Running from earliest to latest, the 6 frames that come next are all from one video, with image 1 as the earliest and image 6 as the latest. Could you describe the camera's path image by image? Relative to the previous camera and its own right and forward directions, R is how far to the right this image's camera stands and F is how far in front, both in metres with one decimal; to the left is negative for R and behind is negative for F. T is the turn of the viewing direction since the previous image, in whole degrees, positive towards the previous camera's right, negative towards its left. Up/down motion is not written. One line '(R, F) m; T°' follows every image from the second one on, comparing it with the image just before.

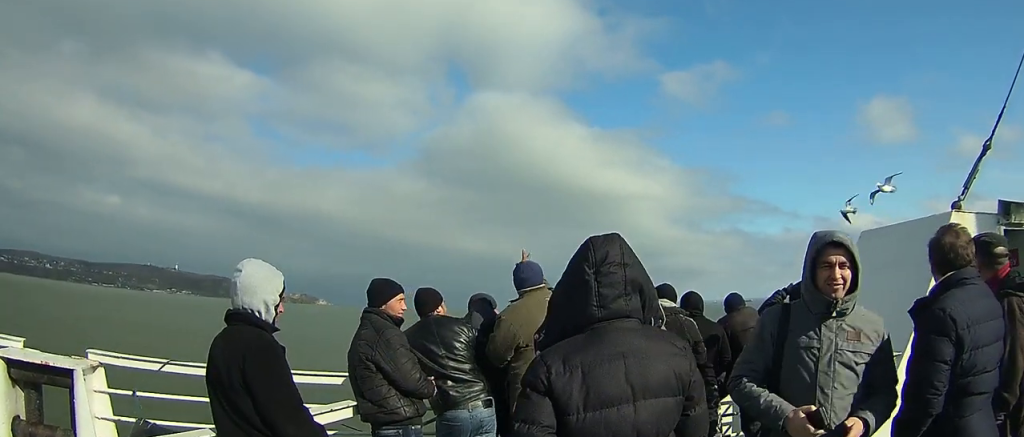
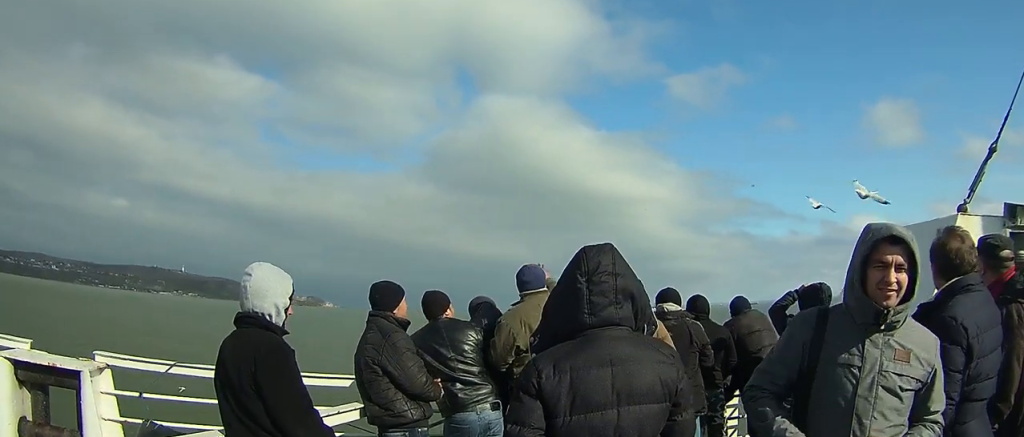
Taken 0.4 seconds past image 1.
(0.0, +2.0) m; 0°
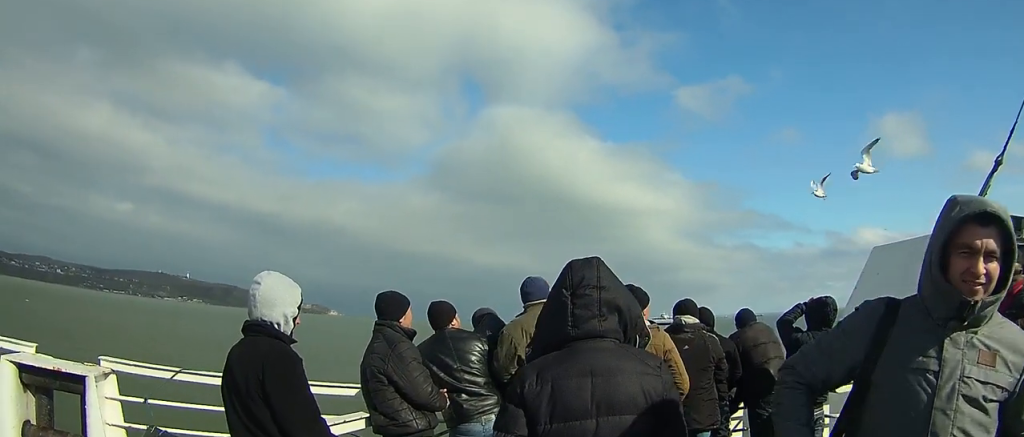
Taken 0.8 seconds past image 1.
(0.0, +1.8) m; -1°
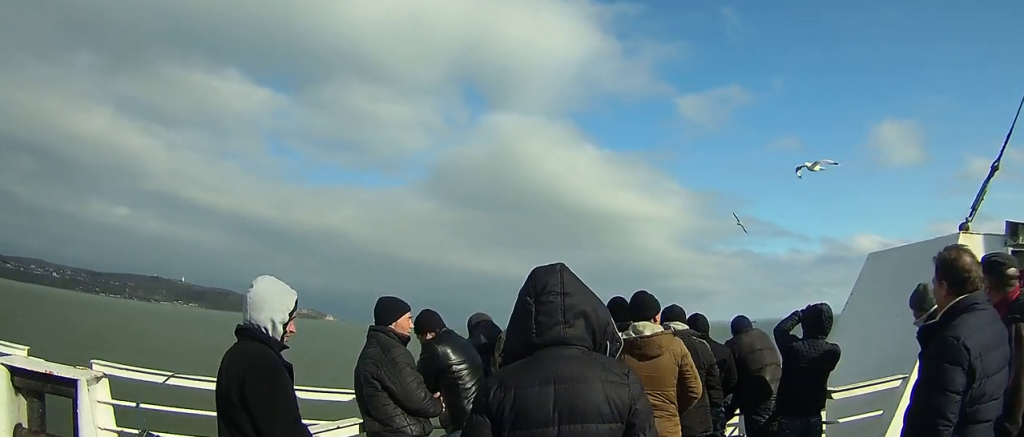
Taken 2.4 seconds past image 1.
(-0.1, +7.4) m; -2°
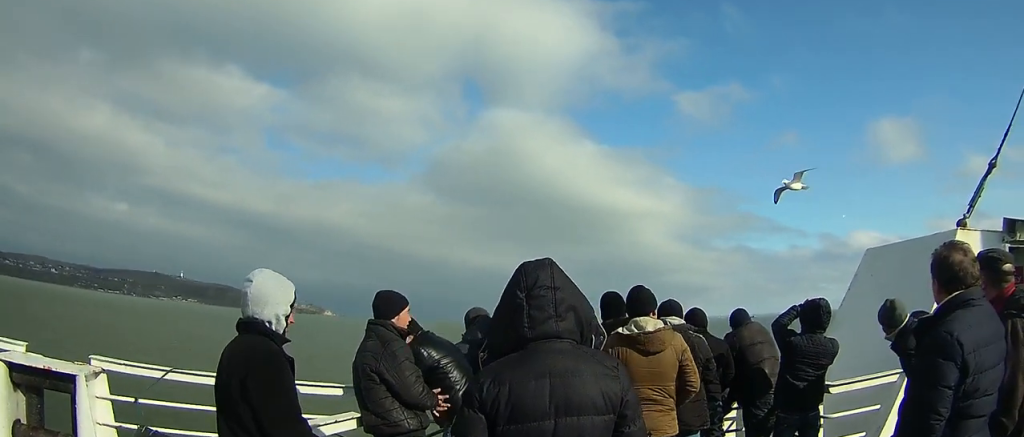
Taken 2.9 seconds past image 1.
(0.0, +2.3) m; -1°
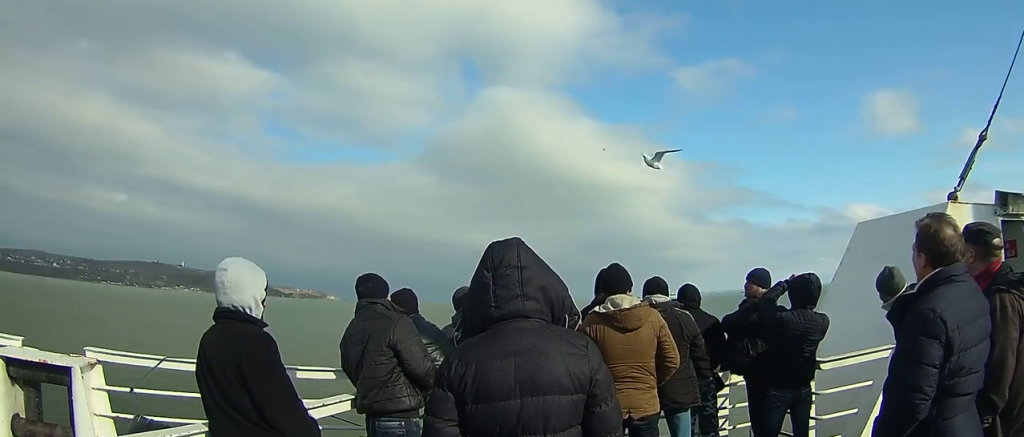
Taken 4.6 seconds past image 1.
(-0.2, +7.4) m; -2°
